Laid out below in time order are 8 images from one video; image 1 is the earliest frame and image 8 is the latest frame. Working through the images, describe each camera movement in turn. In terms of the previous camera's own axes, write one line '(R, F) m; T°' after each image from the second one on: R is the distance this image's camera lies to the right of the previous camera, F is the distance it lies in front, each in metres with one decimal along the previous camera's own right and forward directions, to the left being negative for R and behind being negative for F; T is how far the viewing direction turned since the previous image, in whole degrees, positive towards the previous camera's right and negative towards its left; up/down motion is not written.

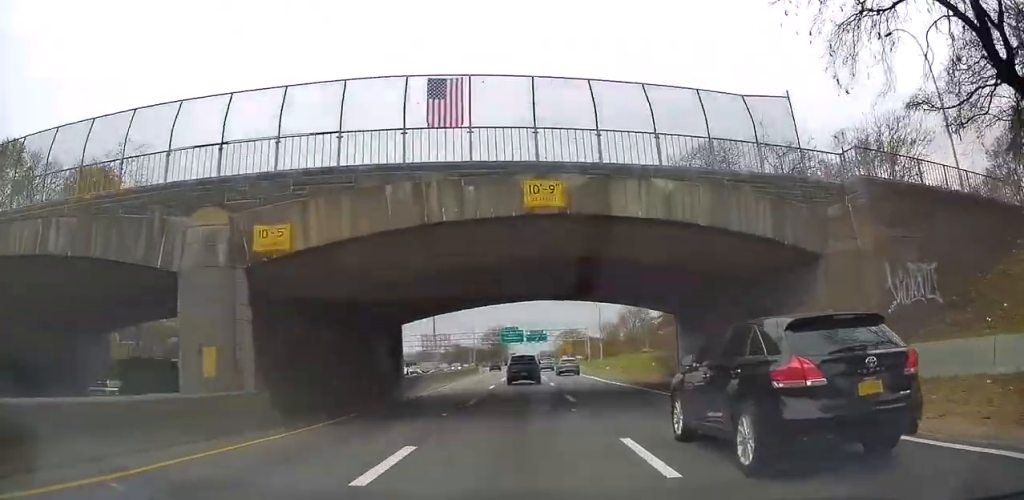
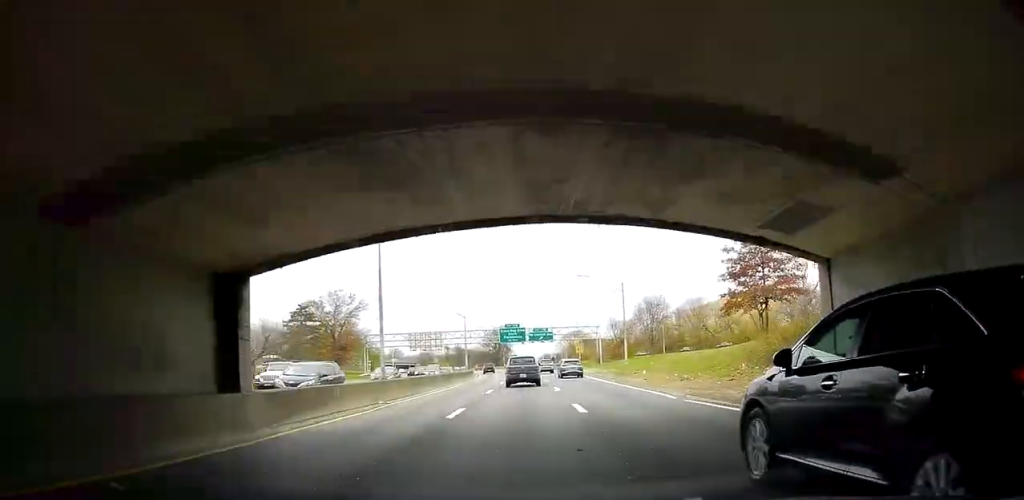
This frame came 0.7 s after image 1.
(0.0, +17.3) m; 0°
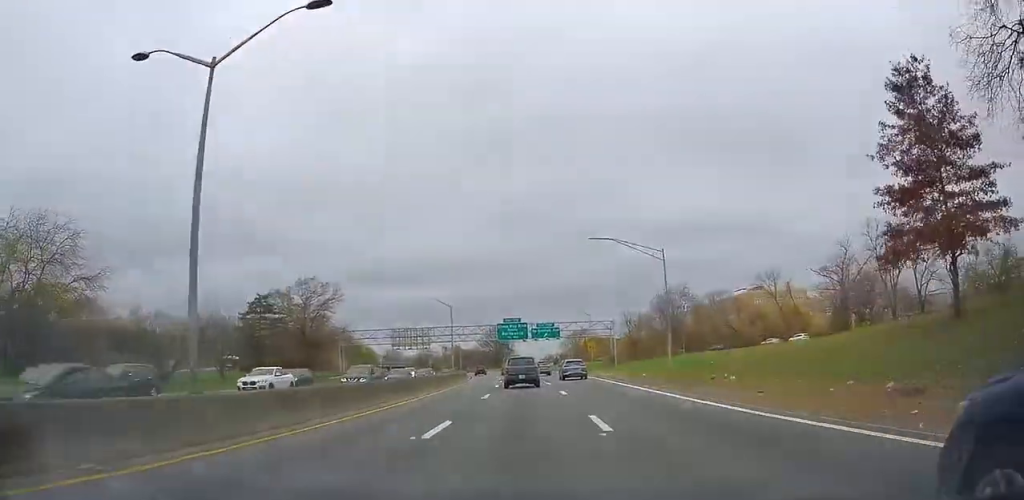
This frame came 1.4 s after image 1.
(-0.4, +17.2) m; 0°
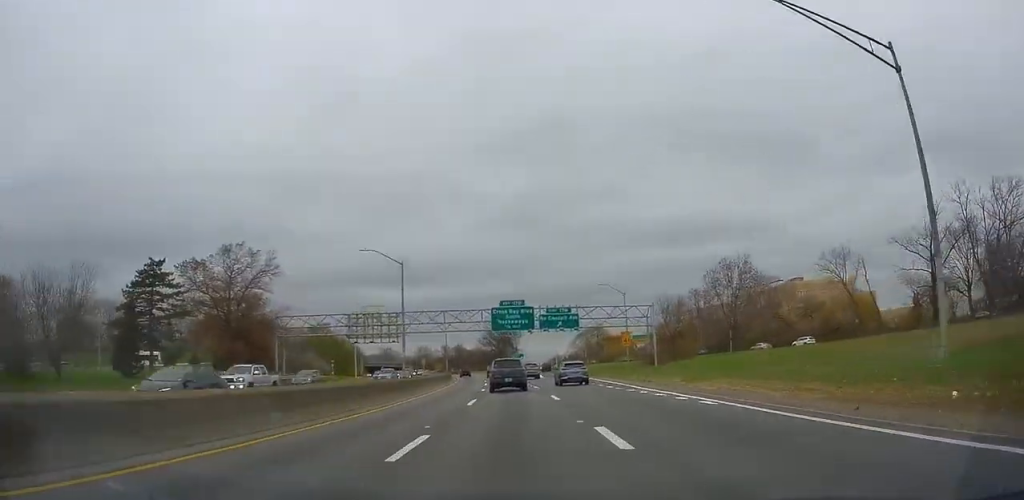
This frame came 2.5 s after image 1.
(+0.7, +28.3) m; +1°
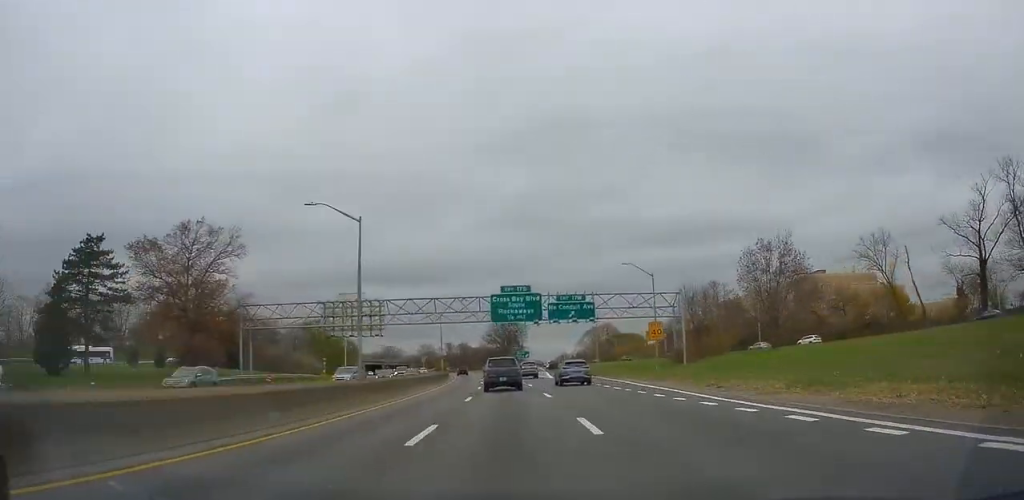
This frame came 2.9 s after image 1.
(0.0, +11.2) m; -1°
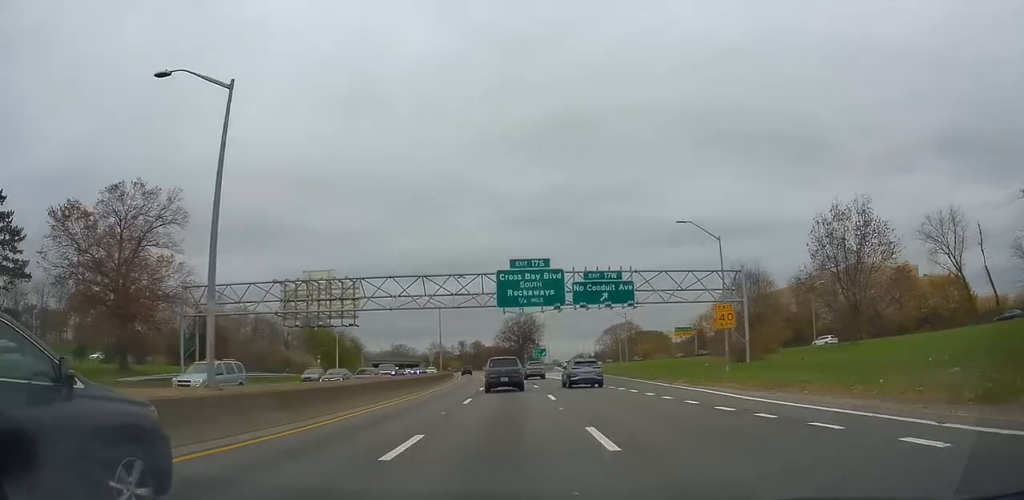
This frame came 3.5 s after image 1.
(+0.1, +14.6) m; -1°
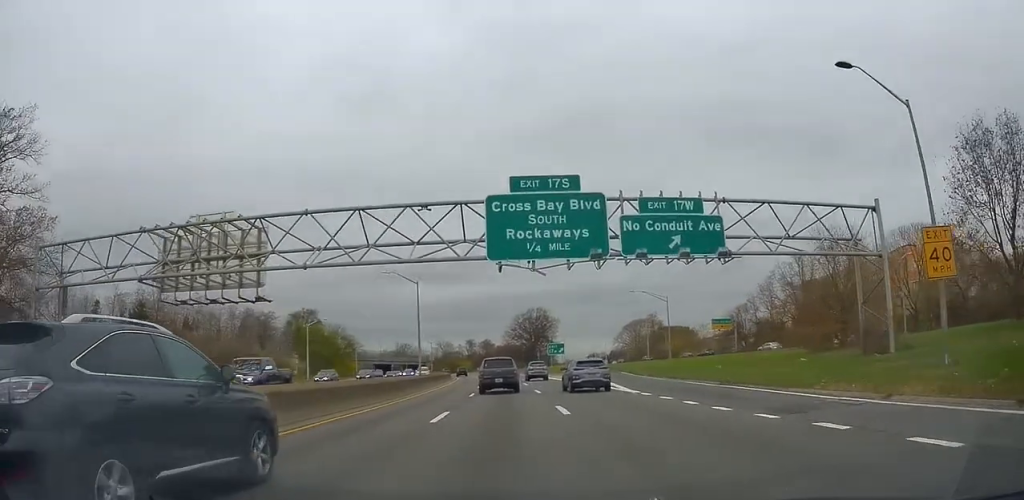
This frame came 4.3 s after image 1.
(-0.5, +19.6) m; -1°
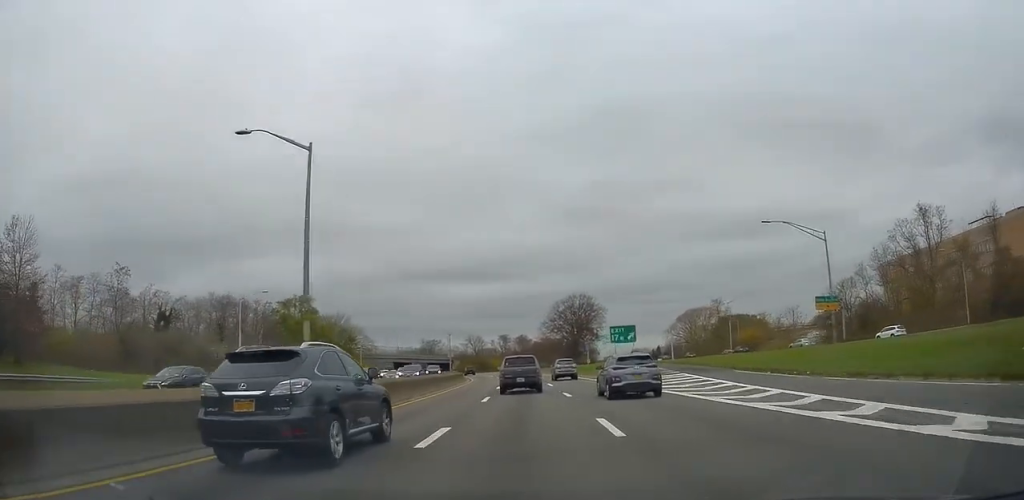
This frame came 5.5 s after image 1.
(-0.2, +30.8) m; -1°
